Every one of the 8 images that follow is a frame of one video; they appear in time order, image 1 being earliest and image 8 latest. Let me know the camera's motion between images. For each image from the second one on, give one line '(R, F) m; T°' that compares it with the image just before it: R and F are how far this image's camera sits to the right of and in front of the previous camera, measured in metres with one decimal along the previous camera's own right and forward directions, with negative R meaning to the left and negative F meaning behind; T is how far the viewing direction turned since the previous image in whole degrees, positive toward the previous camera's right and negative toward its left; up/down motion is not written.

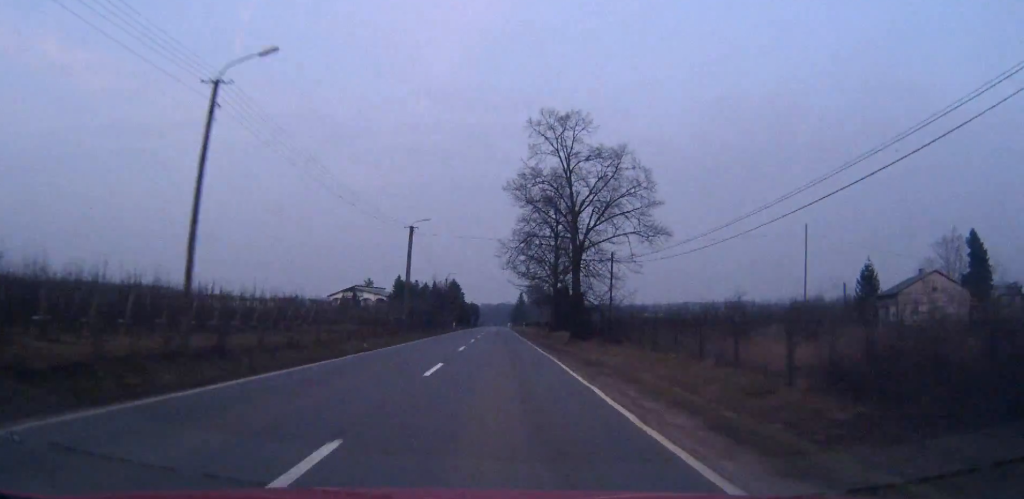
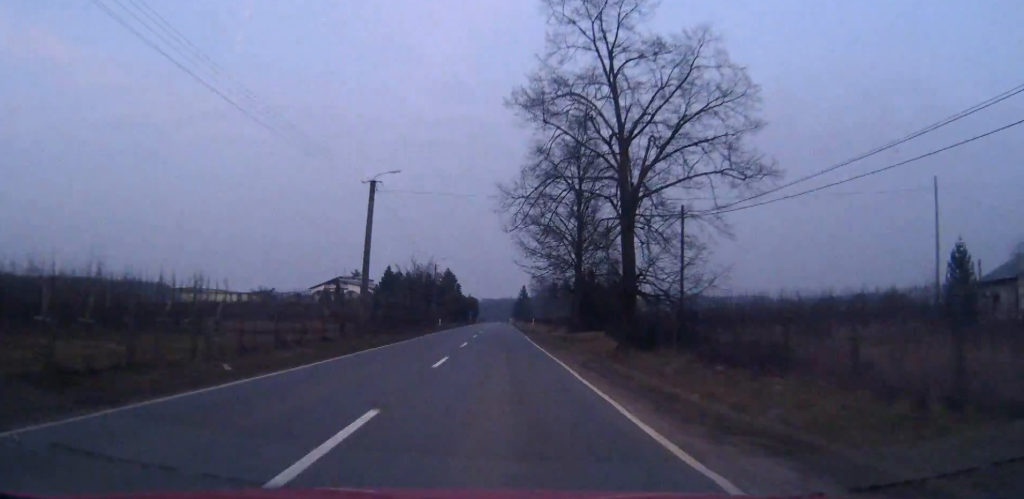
(0.0, +22.3) m; 0°
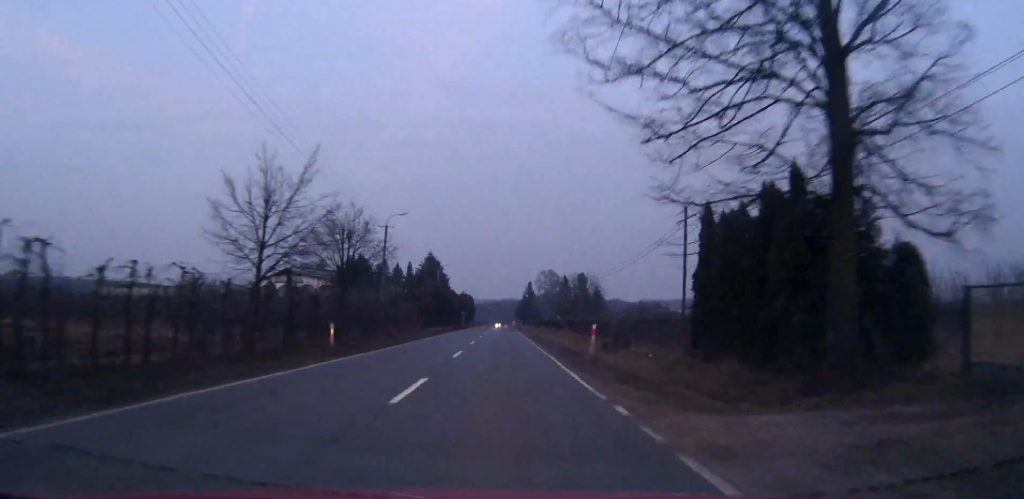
(-0.1, +43.6) m; 0°
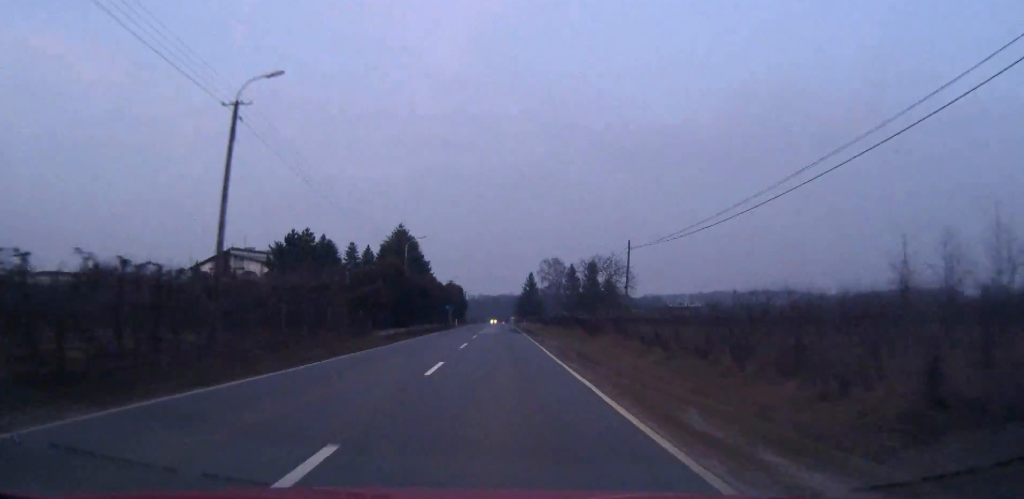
(0.0, +32.2) m; 0°
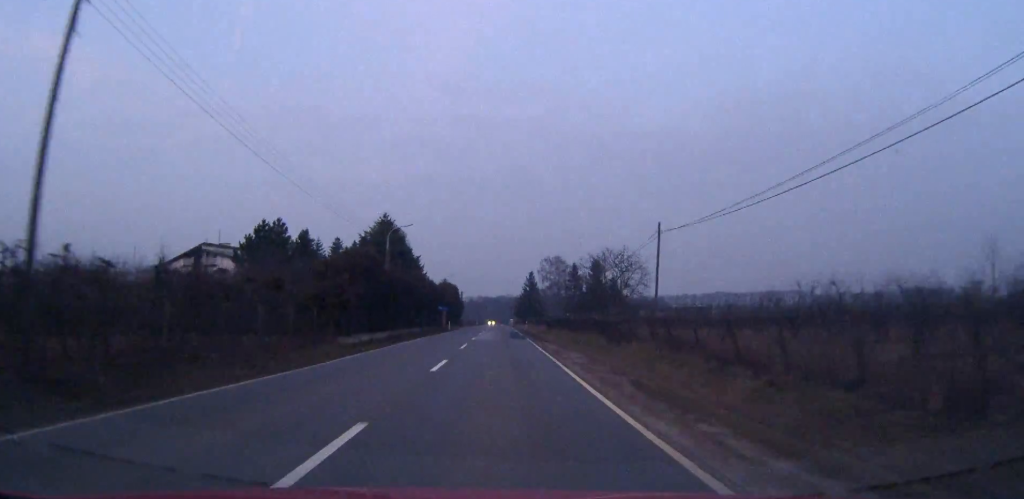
(0.0, +10.6) m; 0°
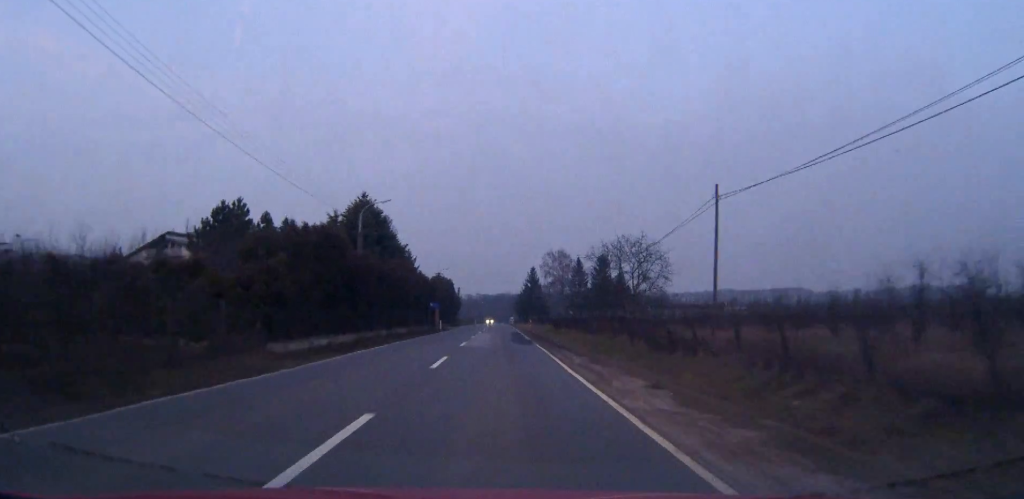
(0.0, +11.7) m; 0°
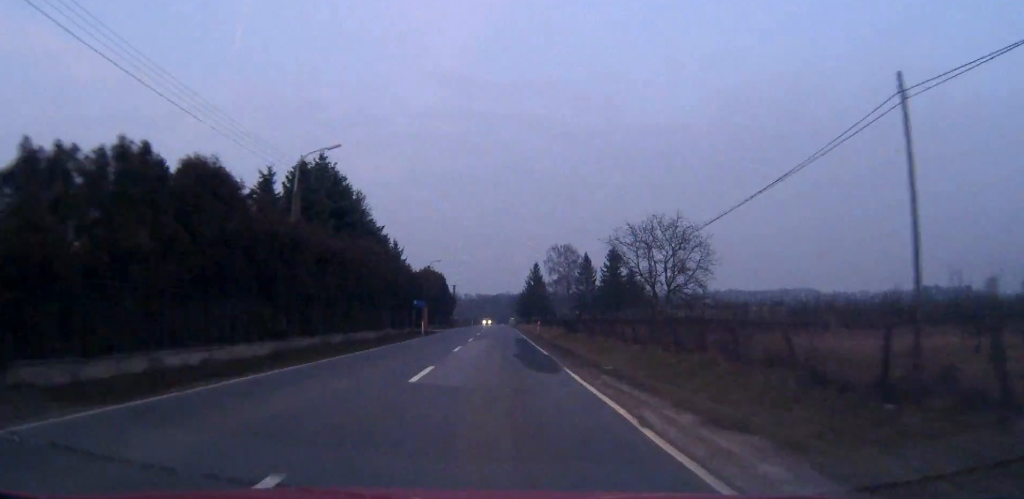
(0.0, +15.8) m; 0°
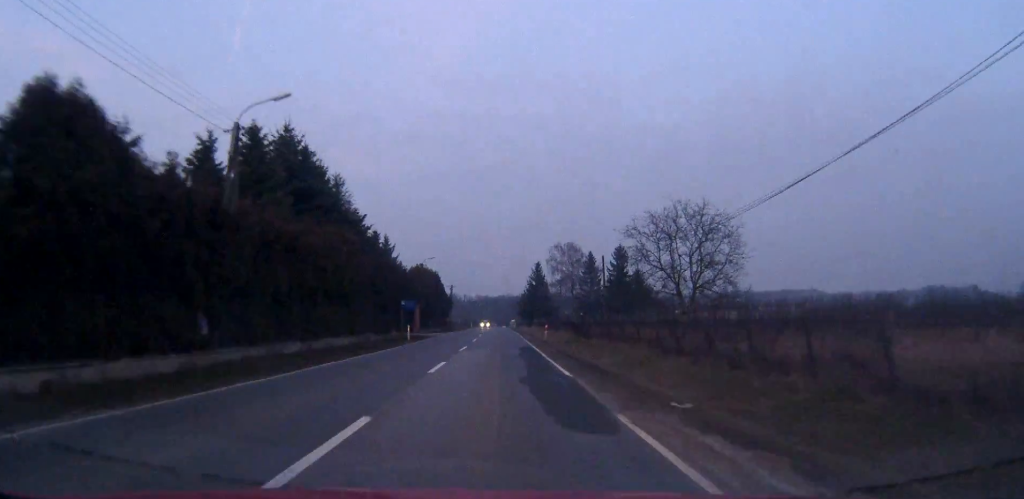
(0.0, +8.4) m; 0°
